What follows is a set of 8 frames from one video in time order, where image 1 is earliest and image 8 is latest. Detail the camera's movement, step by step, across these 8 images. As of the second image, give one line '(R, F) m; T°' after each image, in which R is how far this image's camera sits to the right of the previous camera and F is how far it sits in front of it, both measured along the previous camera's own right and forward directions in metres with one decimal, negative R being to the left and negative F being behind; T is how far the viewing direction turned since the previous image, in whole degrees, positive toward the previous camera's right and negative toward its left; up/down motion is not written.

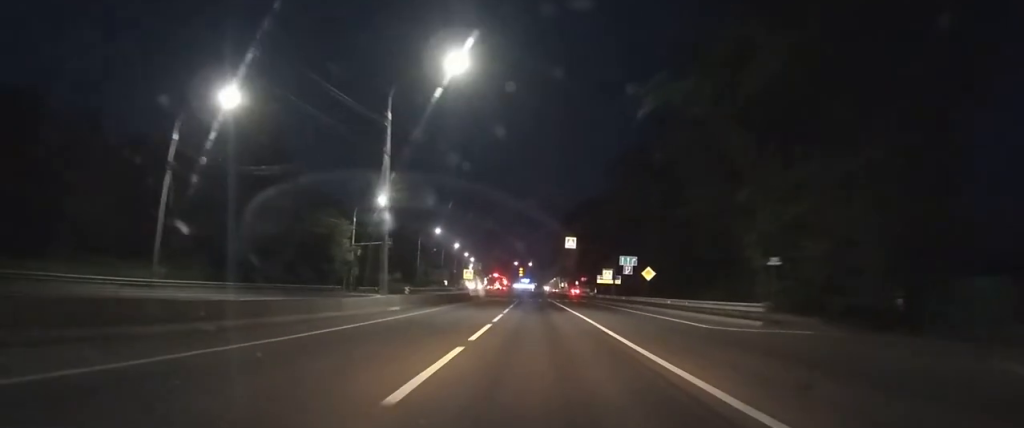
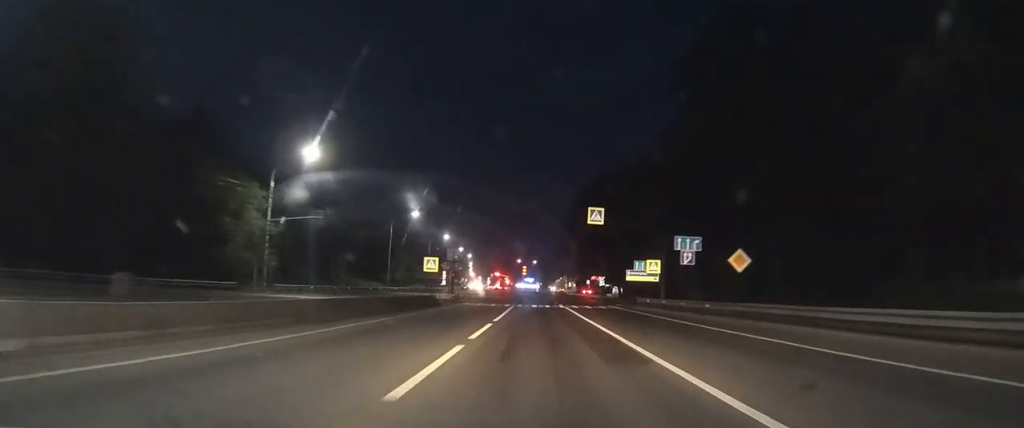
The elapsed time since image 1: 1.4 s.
(-0.1, +24.3) m; 0°
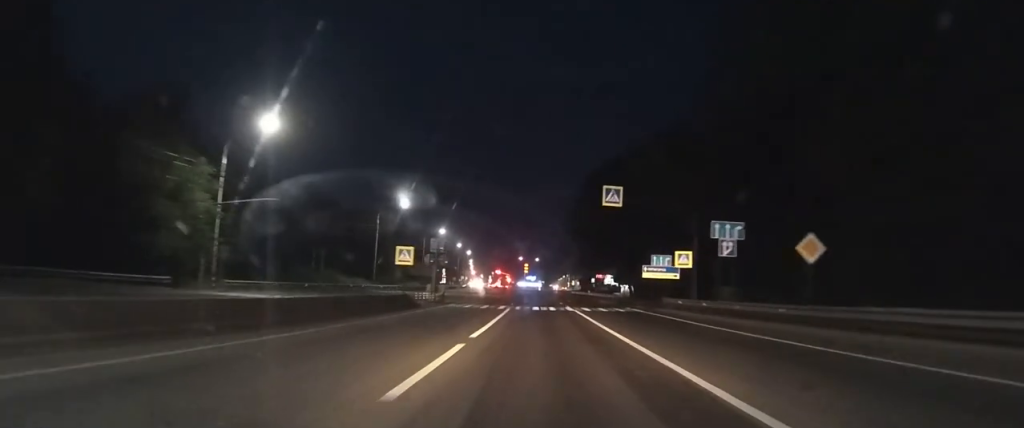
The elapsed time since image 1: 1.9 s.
(0.0, +8.4) m; 0°
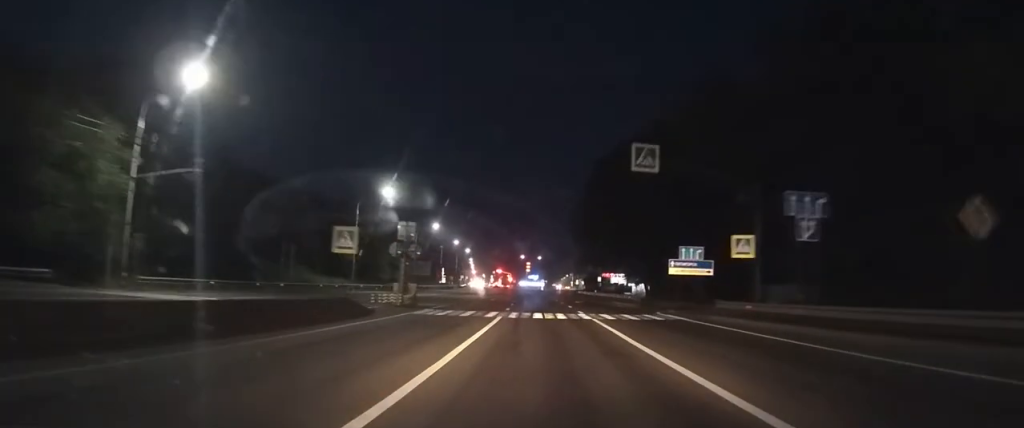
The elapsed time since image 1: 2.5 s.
(0.0, +9.9) m; 0°
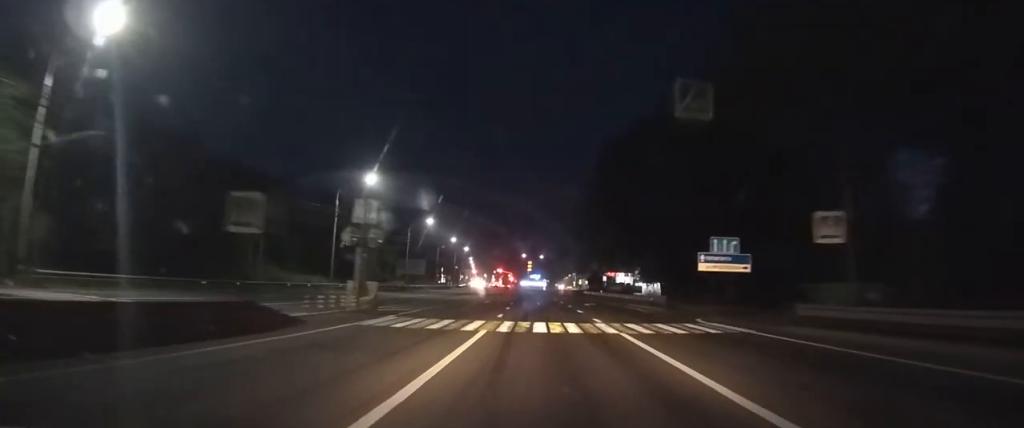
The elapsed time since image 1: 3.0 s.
(0.0, +7.6) m; 0°
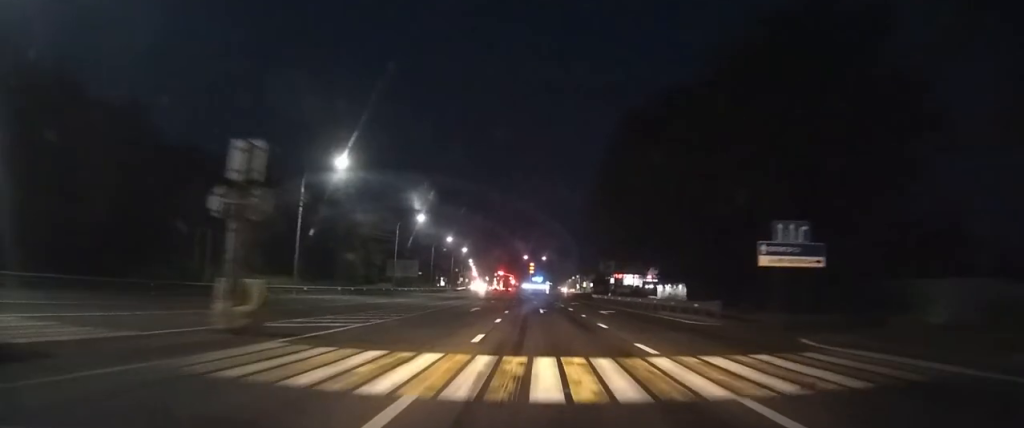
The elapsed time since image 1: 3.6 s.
(0.0, +9.7) m; -1°
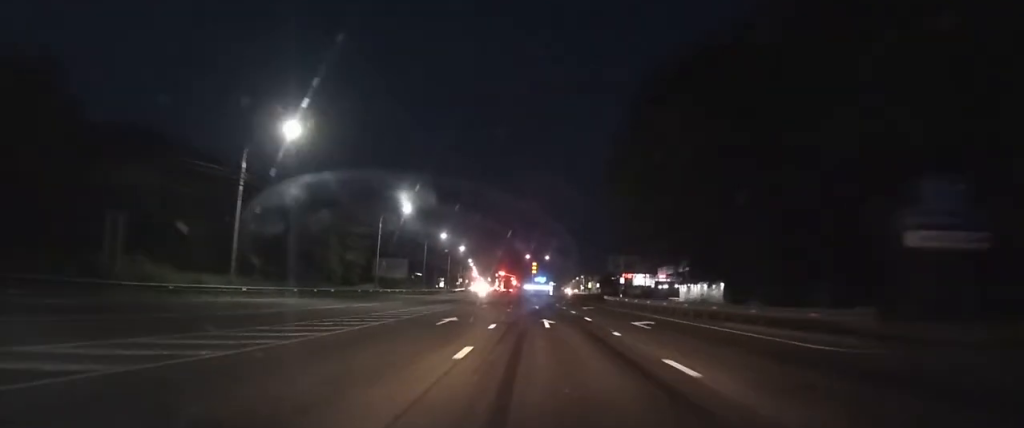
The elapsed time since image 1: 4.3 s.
(-0.1, +11.2) m; -1°
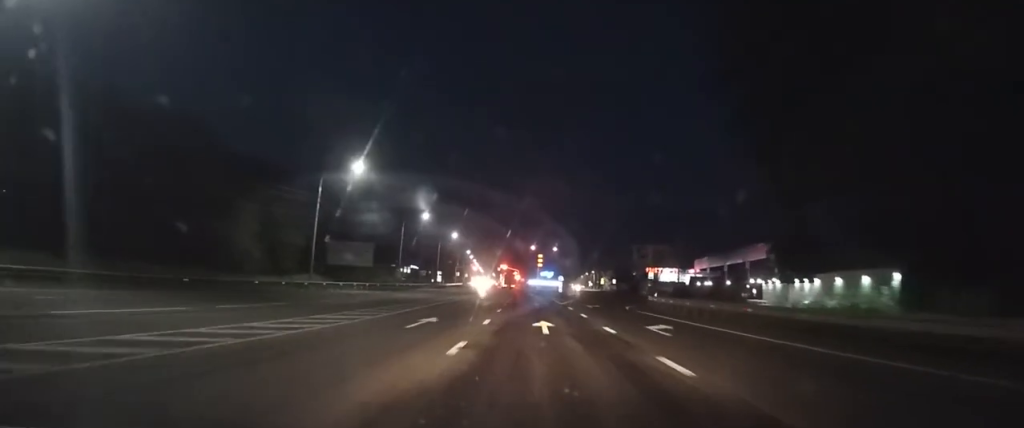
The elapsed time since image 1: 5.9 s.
(-0.1, +24.3) m; 0°
